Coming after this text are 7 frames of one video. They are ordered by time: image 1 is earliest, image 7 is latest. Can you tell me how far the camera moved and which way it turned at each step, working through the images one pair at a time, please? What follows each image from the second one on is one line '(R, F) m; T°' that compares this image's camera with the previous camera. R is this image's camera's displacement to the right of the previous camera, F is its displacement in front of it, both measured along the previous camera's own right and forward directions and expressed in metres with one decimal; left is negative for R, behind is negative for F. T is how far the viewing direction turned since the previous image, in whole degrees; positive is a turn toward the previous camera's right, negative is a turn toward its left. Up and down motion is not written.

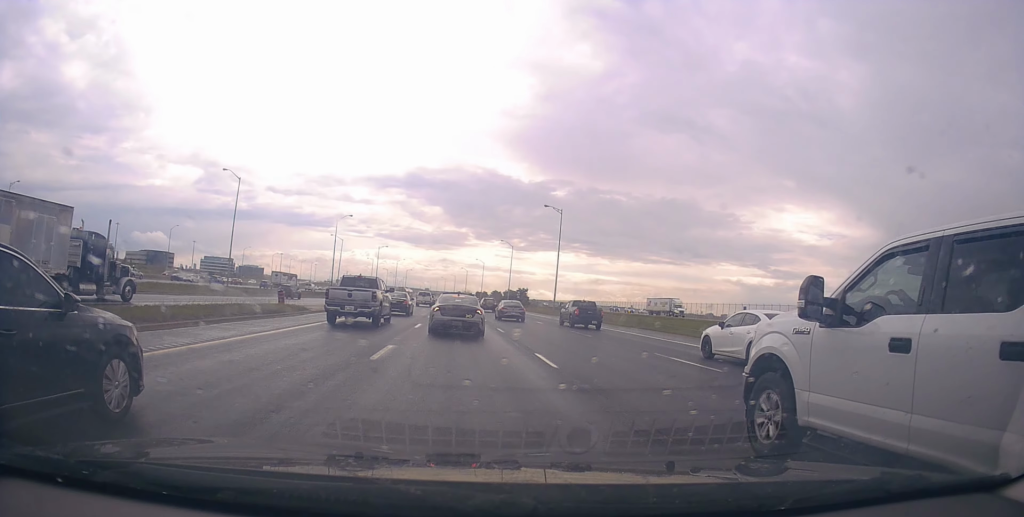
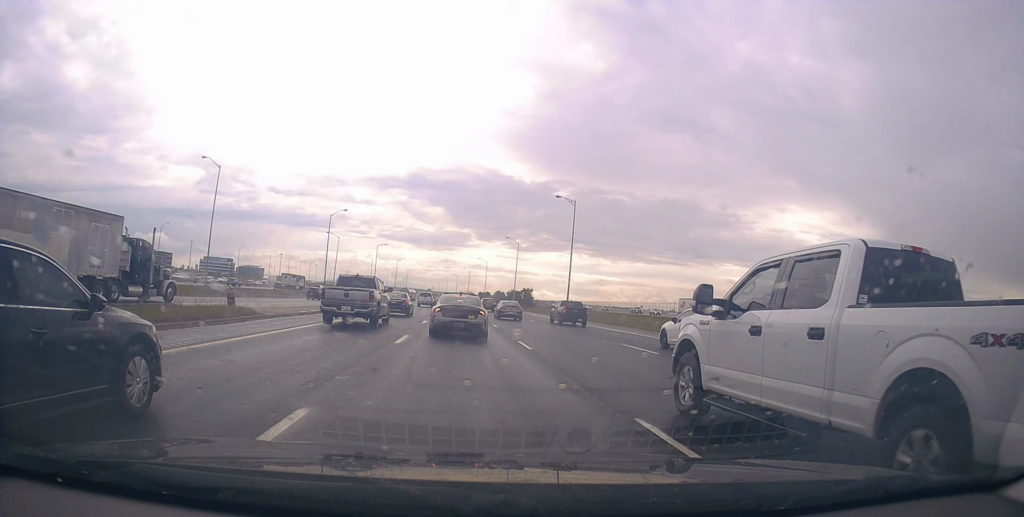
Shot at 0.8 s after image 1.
(+0.2, +8.3) m; -1°
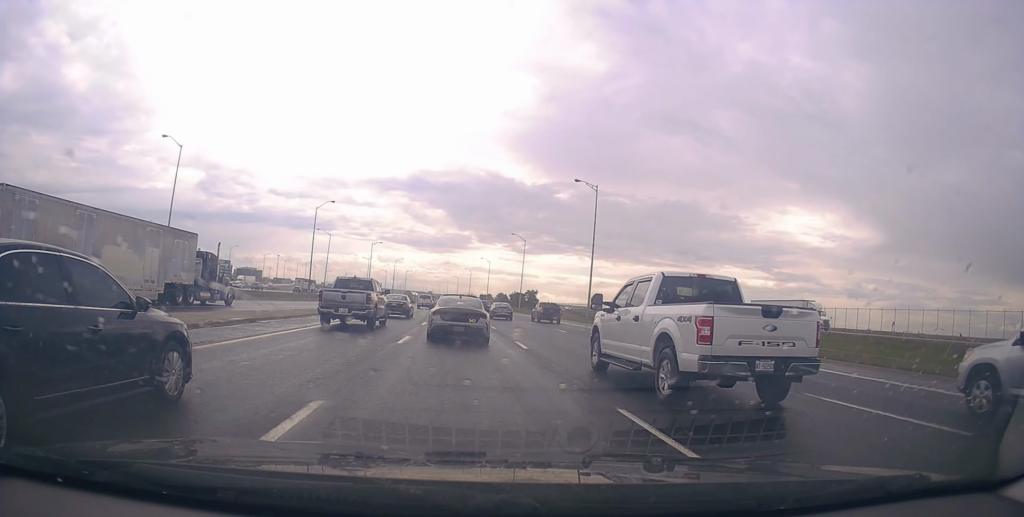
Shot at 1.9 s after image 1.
(-0.4, +12.1) m; -4°
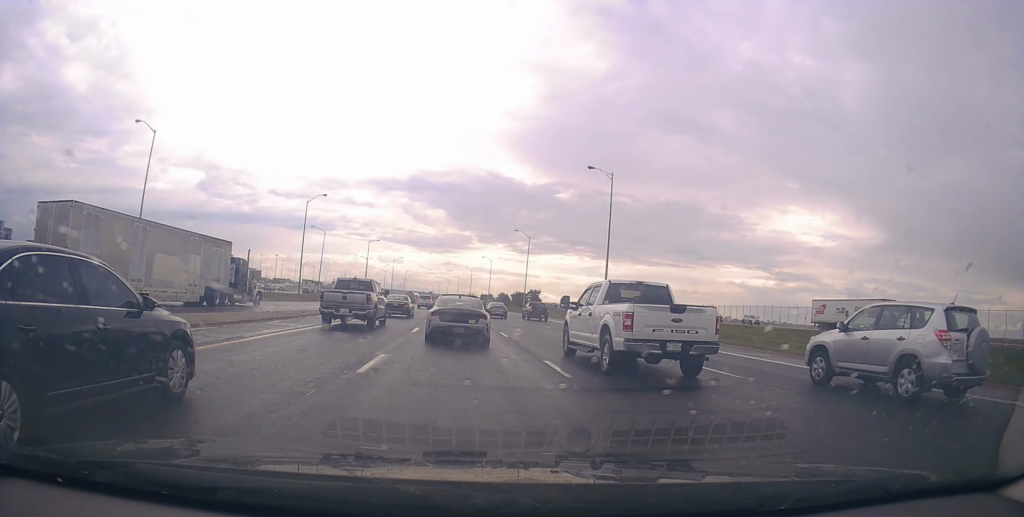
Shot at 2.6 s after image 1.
(-0.2, +6.2) m; +3°
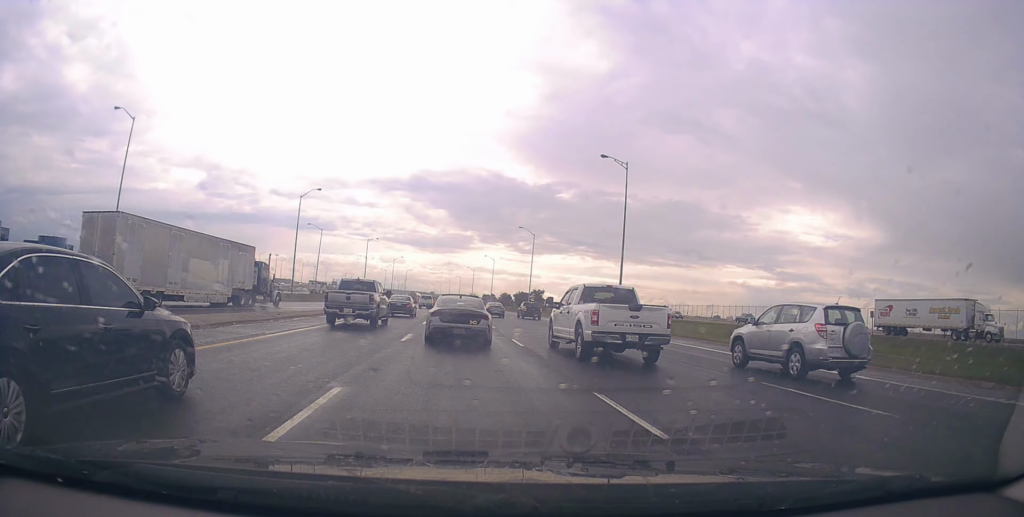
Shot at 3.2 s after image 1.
(0.0, +4.7) m; +1°
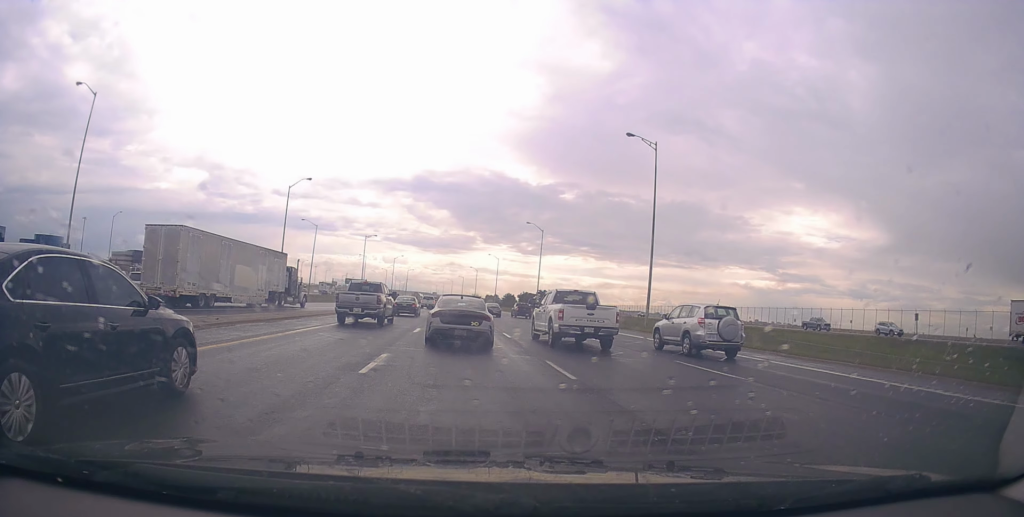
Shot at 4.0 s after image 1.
(+0.6, +7.5) m; 0°
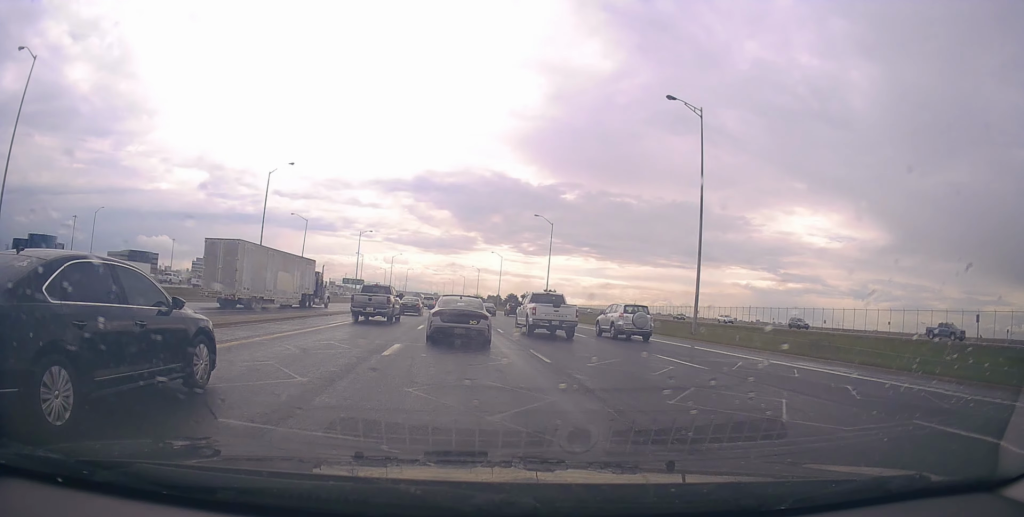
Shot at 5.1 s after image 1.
(-0.7, +9.1) m; -2°
